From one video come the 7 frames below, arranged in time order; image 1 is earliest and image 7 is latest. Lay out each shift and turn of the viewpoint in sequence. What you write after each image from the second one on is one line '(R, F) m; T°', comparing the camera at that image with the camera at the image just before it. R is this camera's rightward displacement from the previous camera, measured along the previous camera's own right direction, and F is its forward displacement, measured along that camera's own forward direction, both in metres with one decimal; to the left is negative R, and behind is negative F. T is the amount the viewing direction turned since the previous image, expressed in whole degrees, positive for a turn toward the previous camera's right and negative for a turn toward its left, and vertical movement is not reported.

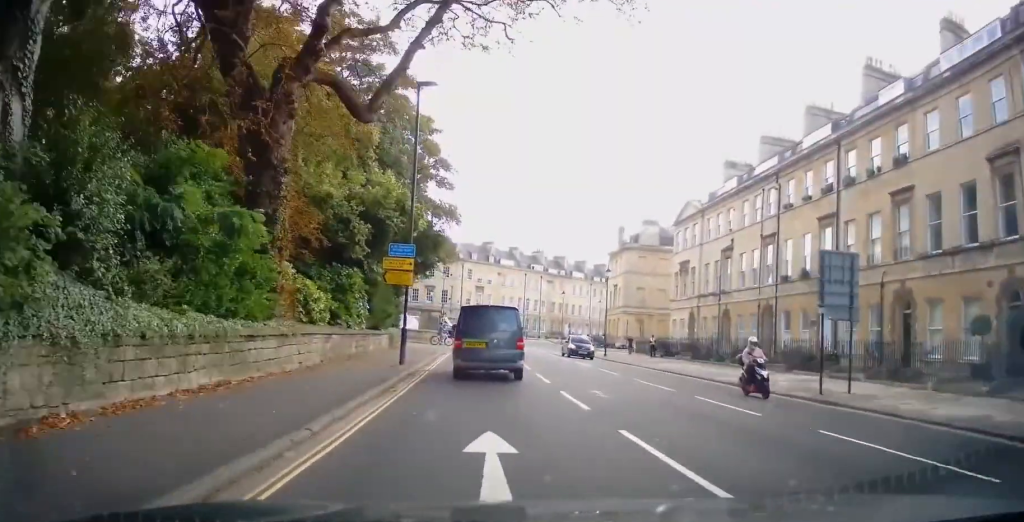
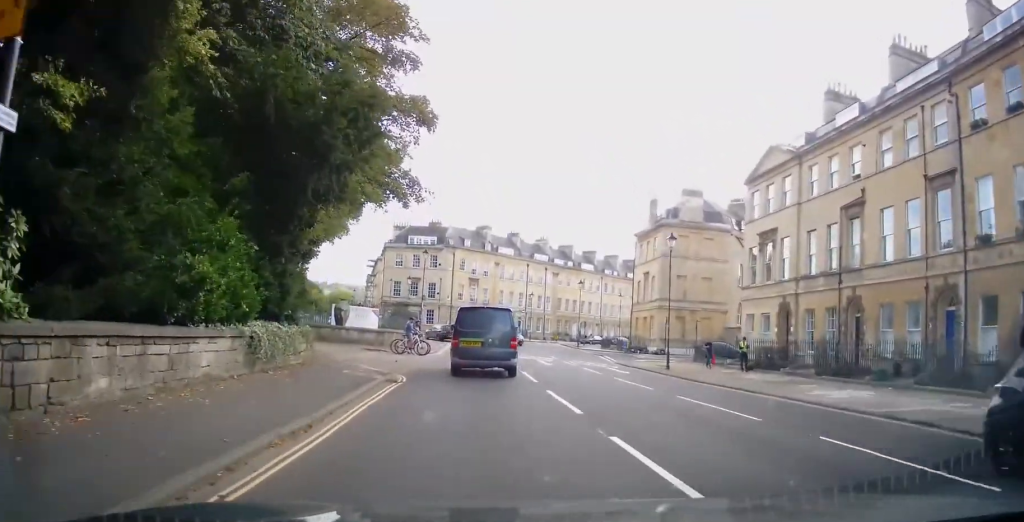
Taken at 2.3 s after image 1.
(+0.5, +17.3) m; +2°
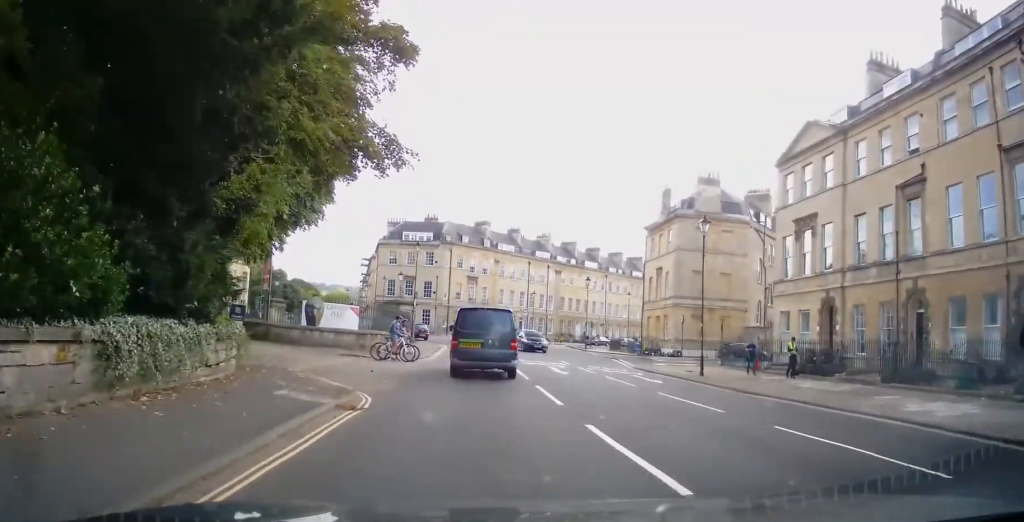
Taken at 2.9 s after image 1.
(0.0, +4.7) m; 0°
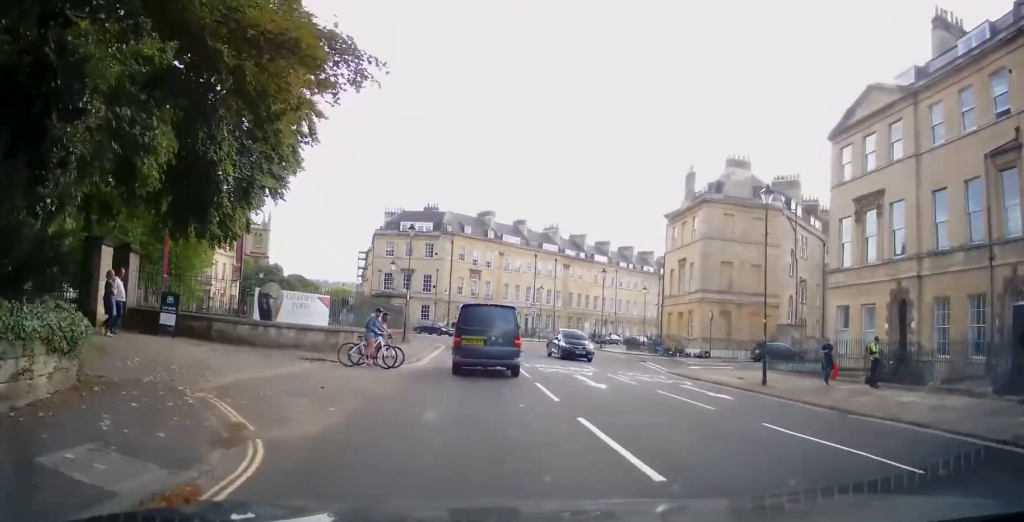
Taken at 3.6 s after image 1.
(-0.1, +5.5) m; +1°
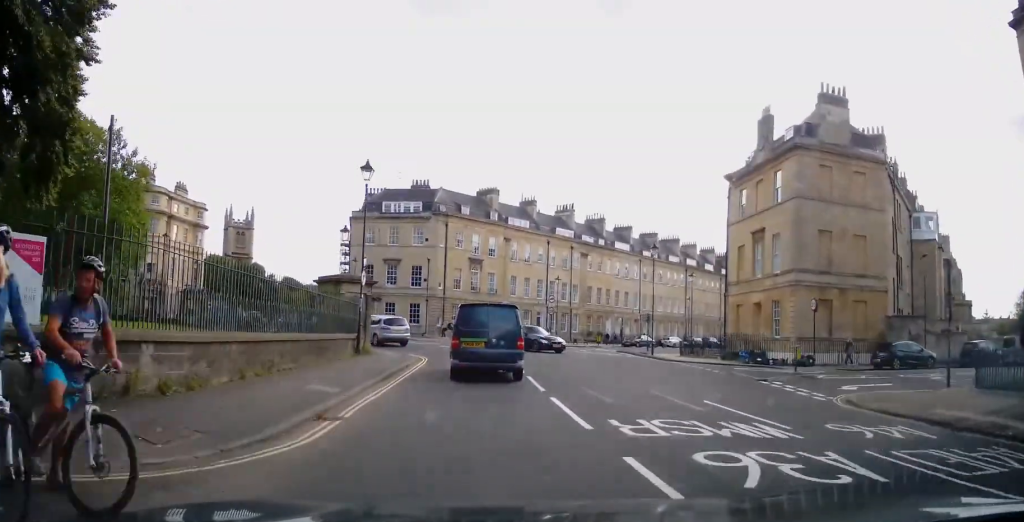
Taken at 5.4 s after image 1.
(0.0, +14.9) m; -1°
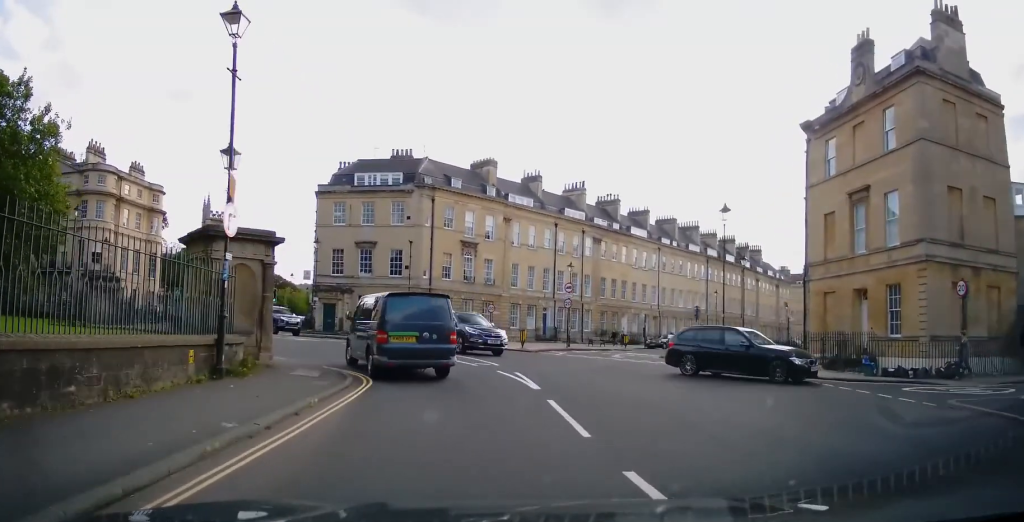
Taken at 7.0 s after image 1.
(0.0, +12.1) m; 0°
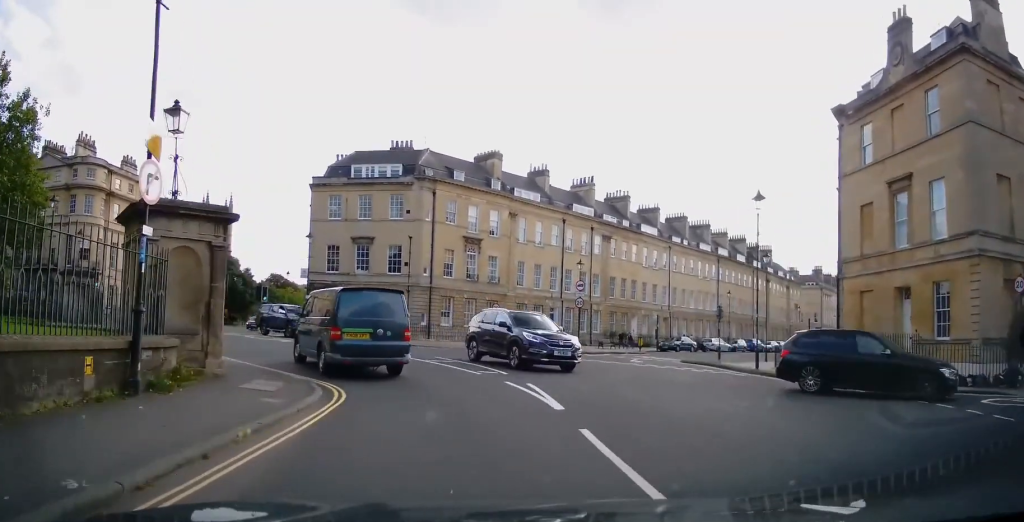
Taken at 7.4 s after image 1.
(+0.1, +3.2) m; -1°
